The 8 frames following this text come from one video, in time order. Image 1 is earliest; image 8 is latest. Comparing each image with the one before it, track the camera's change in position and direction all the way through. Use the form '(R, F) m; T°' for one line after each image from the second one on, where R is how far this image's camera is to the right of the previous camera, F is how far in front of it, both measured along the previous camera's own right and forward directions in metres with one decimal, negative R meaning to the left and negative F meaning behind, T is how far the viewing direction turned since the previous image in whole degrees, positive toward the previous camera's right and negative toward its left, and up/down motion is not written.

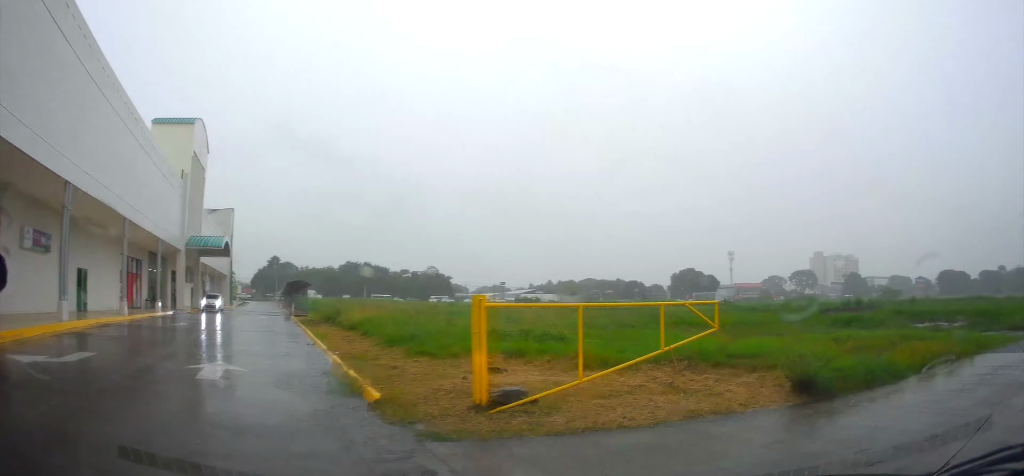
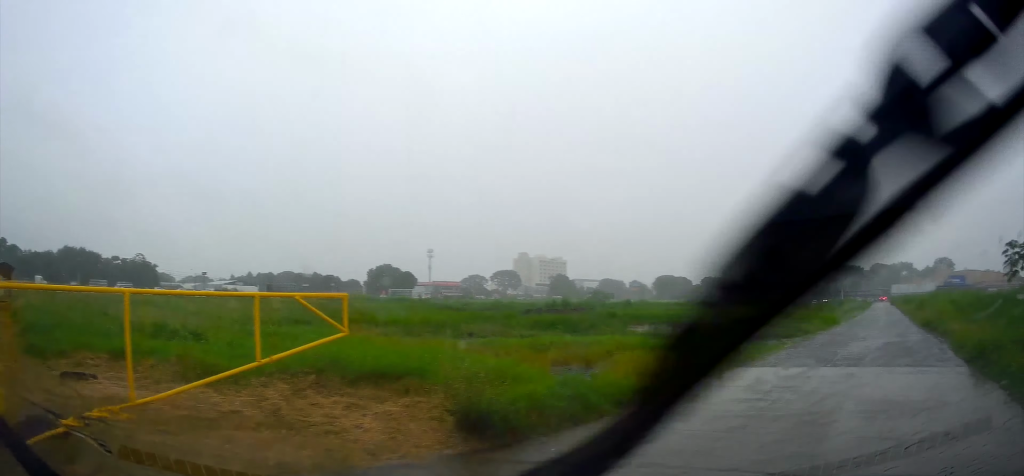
(-1.1, +0.6) m; +47°
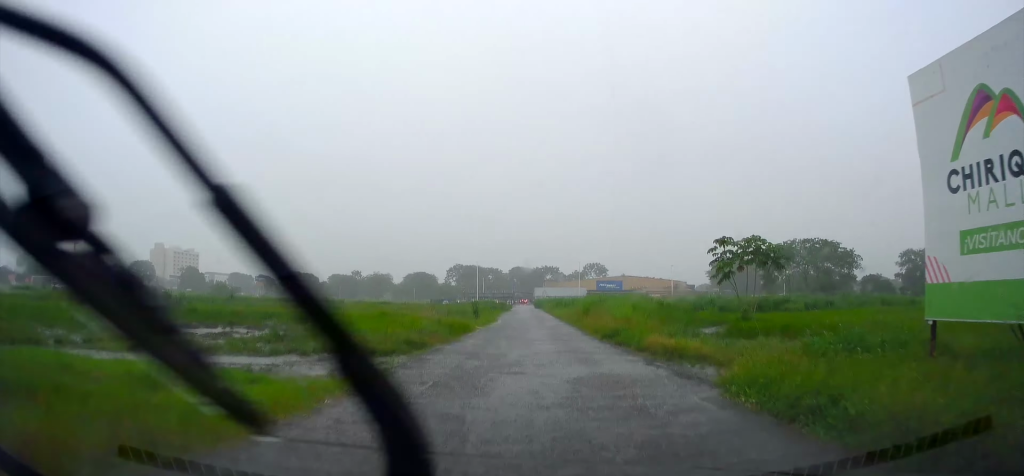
(+3.1, +6.6) m; +31°
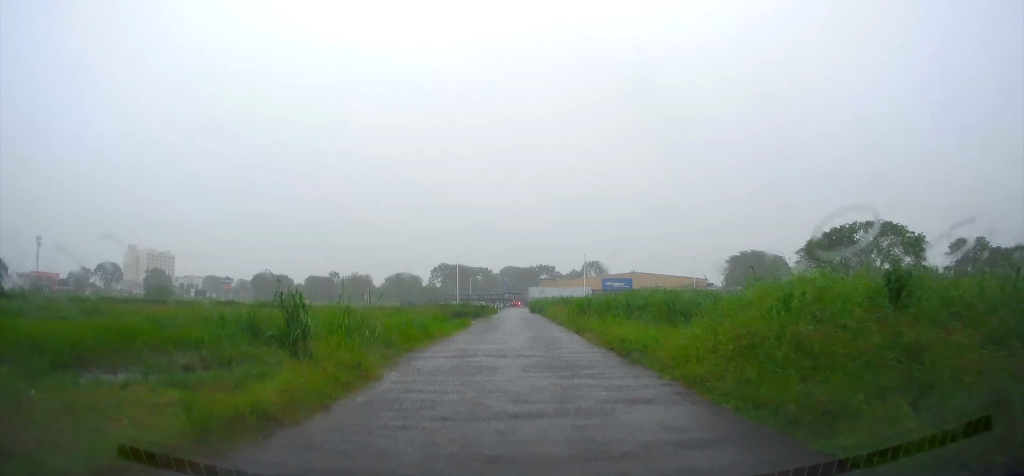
(+4.4, +29.8) m; +9°
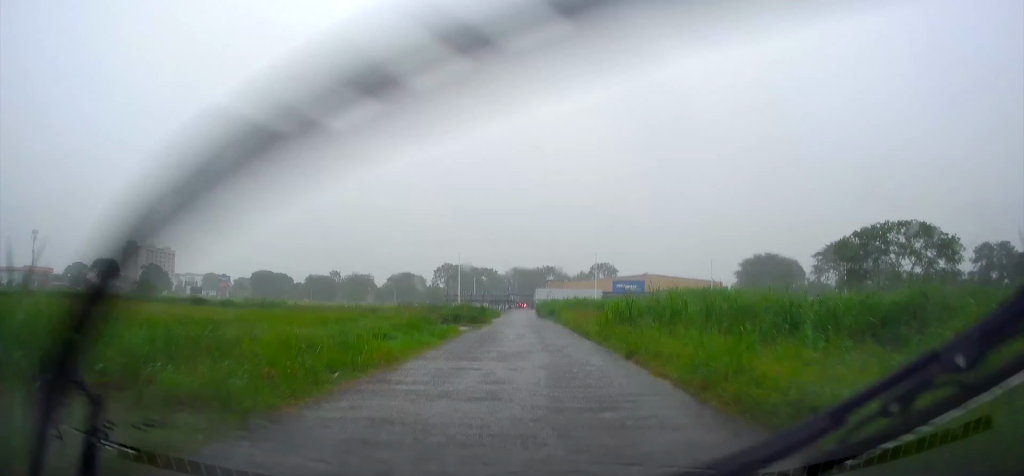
(0.0, +10.0) m; 0°
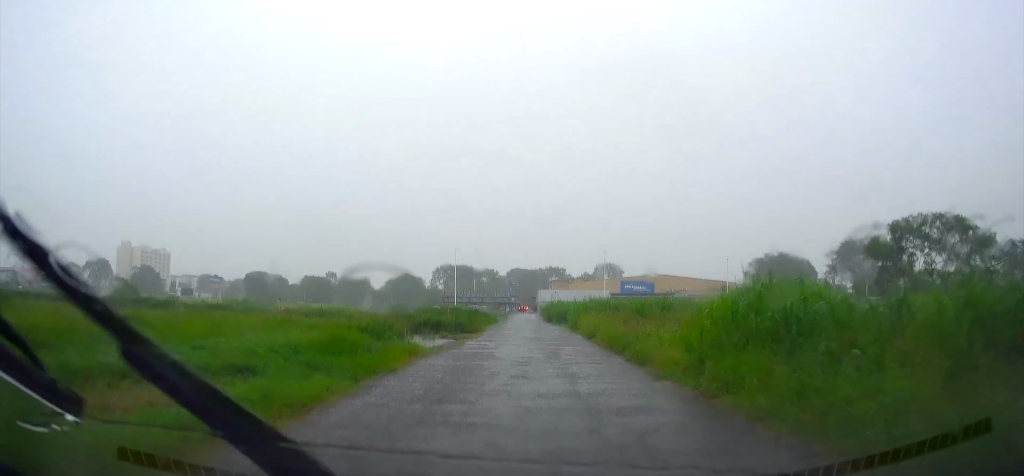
(-0.1, +10.5) m; 0°
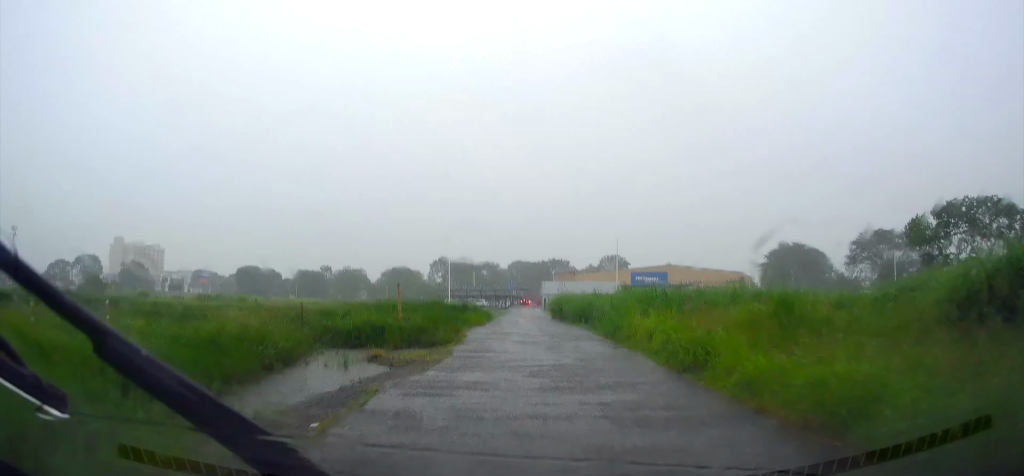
(+0.2, +13.2) m; -2°
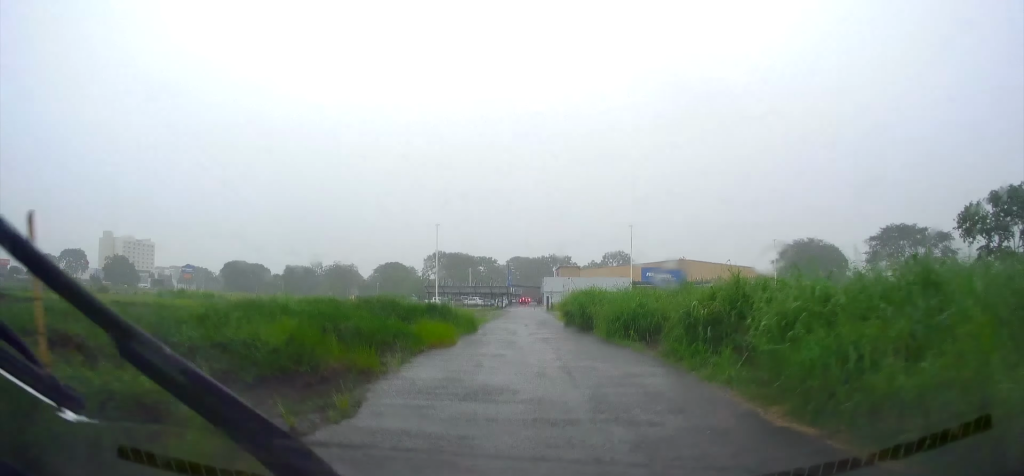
(-0.3, +14.4) m; -2°
